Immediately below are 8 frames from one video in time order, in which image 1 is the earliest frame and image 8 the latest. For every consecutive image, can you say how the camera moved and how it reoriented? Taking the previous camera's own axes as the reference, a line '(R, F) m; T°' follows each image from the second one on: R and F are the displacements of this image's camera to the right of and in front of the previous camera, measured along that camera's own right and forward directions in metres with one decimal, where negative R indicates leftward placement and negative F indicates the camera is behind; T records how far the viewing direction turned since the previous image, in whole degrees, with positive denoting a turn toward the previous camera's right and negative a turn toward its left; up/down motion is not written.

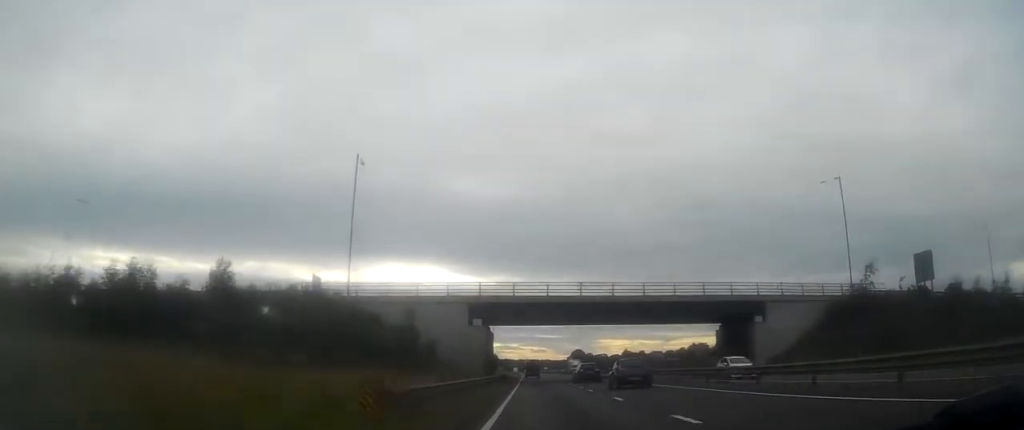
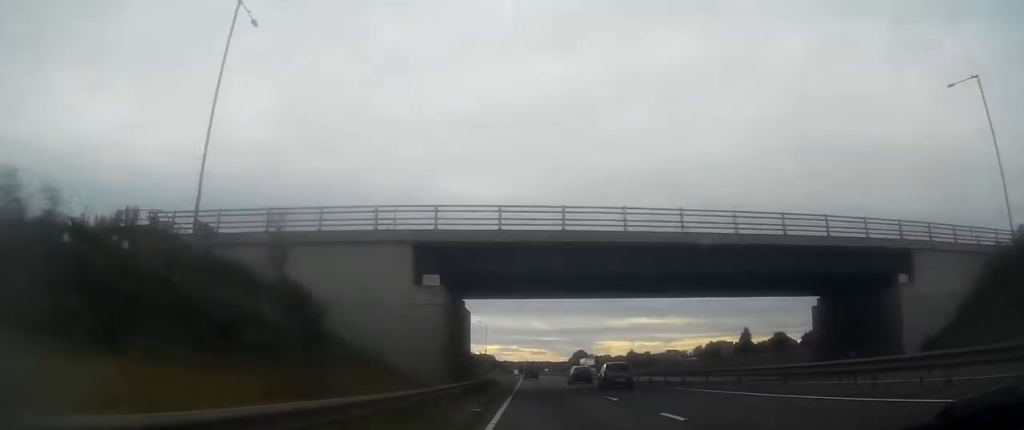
(-0.3, +26.0) m; -1°
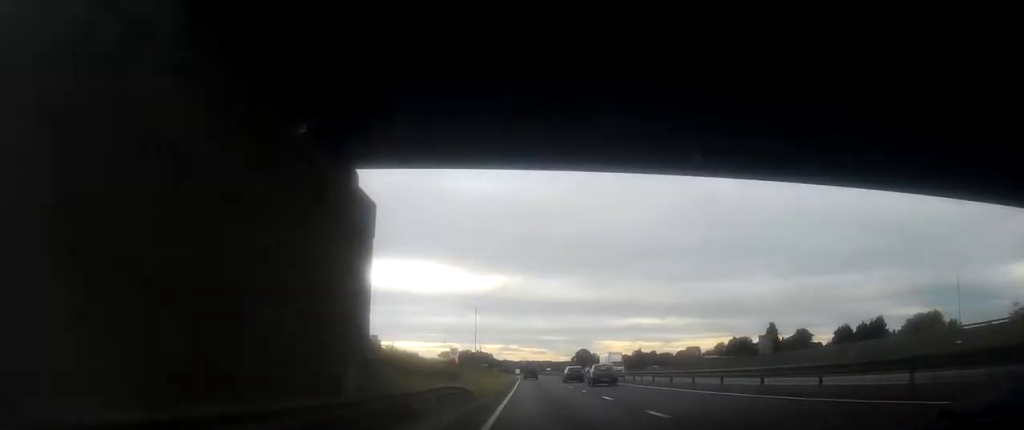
(+0.1, +25.9) m; 0°
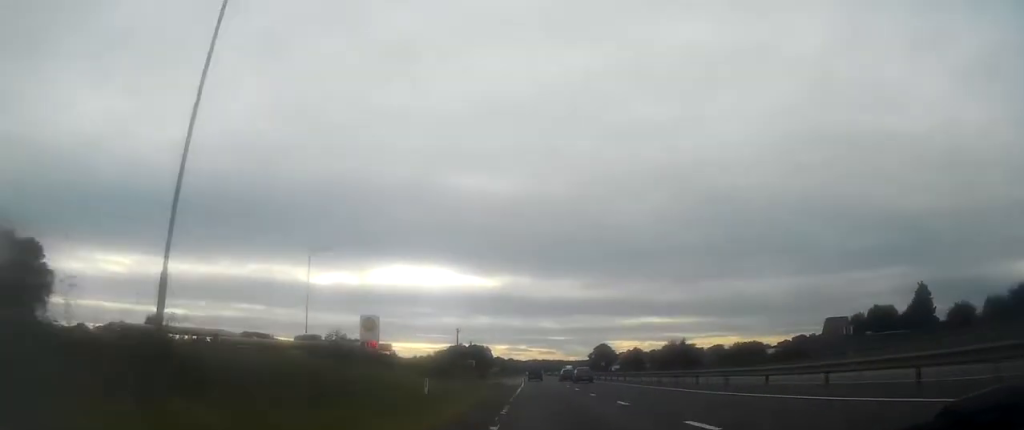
(-0.4, +85.3) m; -1°
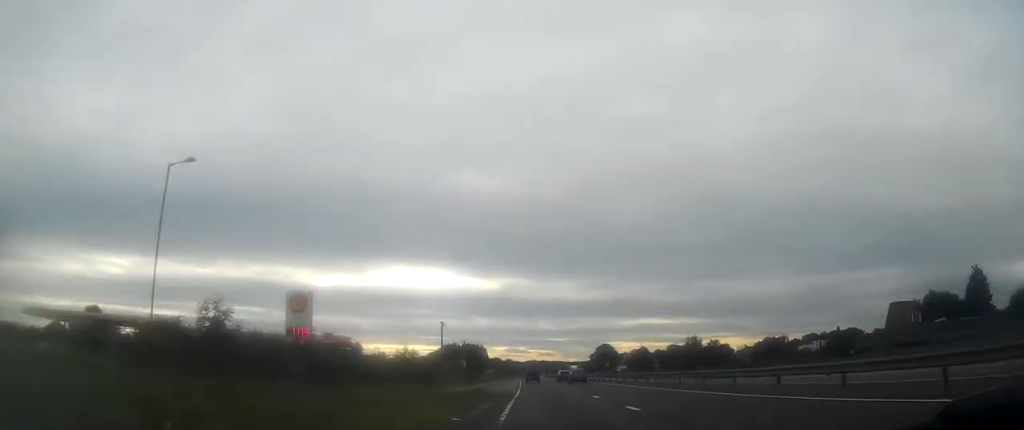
(0.0, +20.3) m; 0°
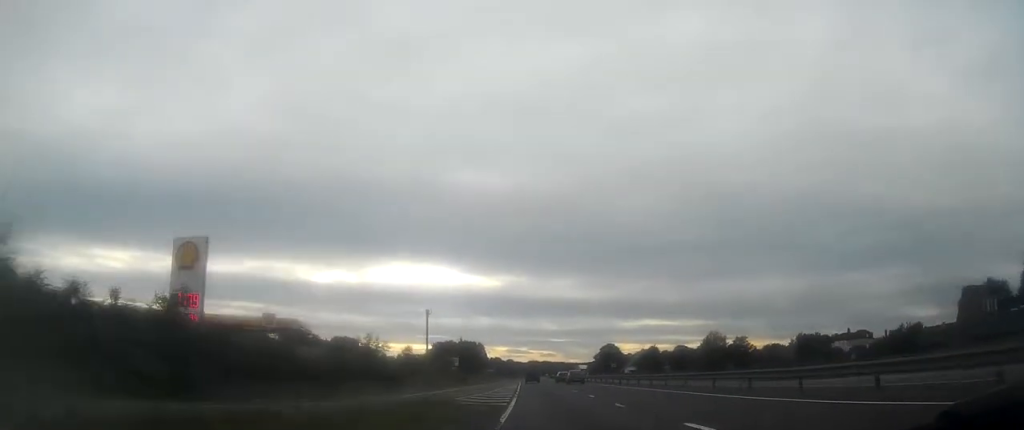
(+0.3, +16.2) m; 0°
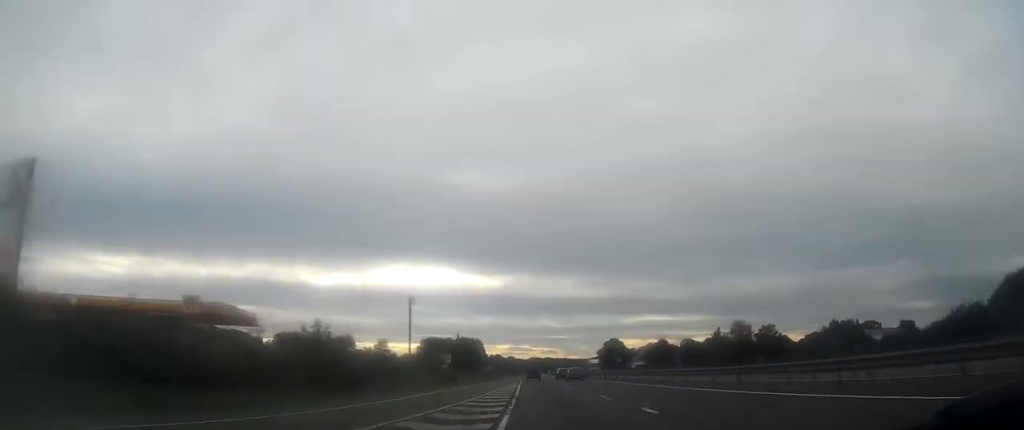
(-0.1, +13.0) m; 0°
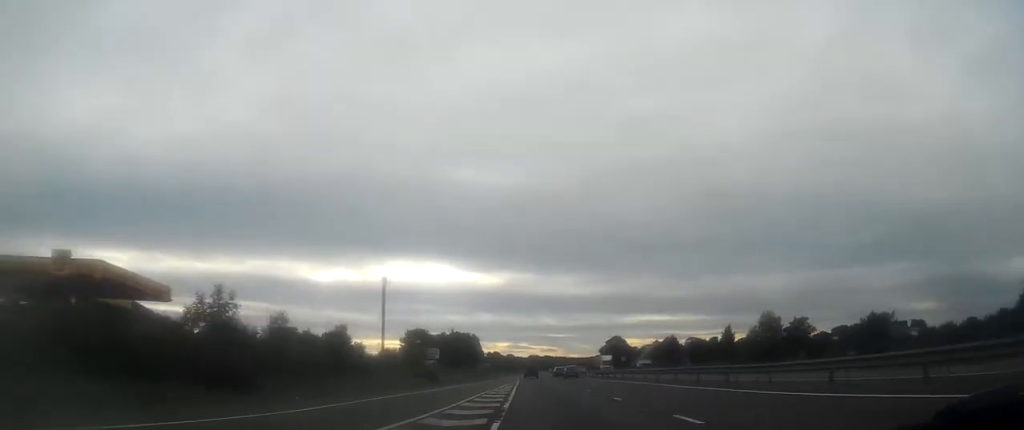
(-0.2, +13.0) m; 0°
